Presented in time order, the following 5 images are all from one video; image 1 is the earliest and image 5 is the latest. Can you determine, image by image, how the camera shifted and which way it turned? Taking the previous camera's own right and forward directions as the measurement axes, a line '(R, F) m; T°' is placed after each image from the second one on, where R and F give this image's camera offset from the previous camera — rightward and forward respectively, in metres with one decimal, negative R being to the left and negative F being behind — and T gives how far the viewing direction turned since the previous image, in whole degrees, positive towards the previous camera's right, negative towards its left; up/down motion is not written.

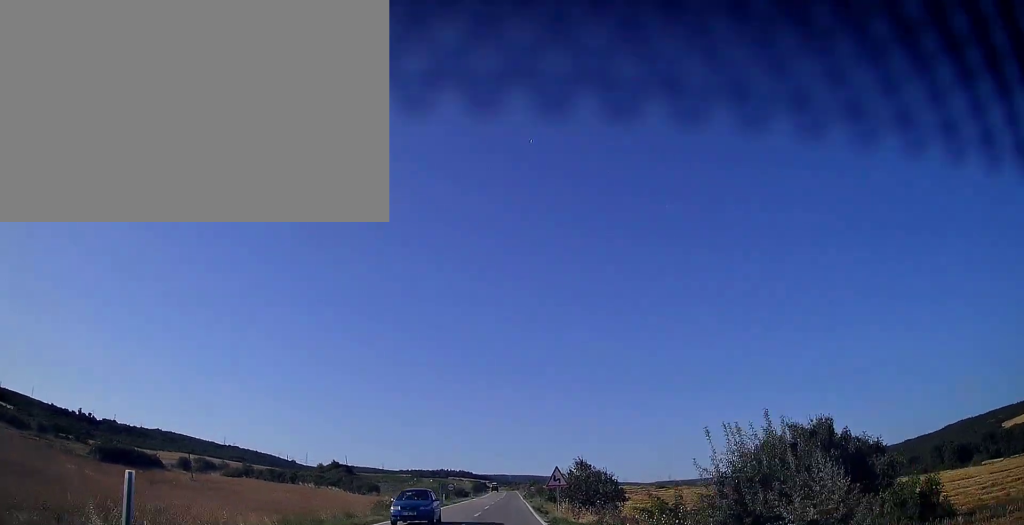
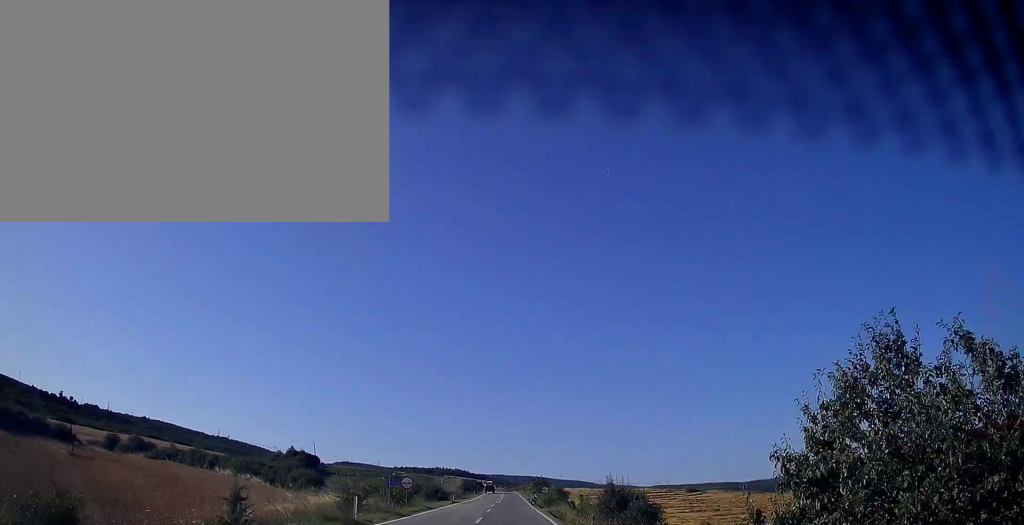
(+0.1, +31.6) m; 0°
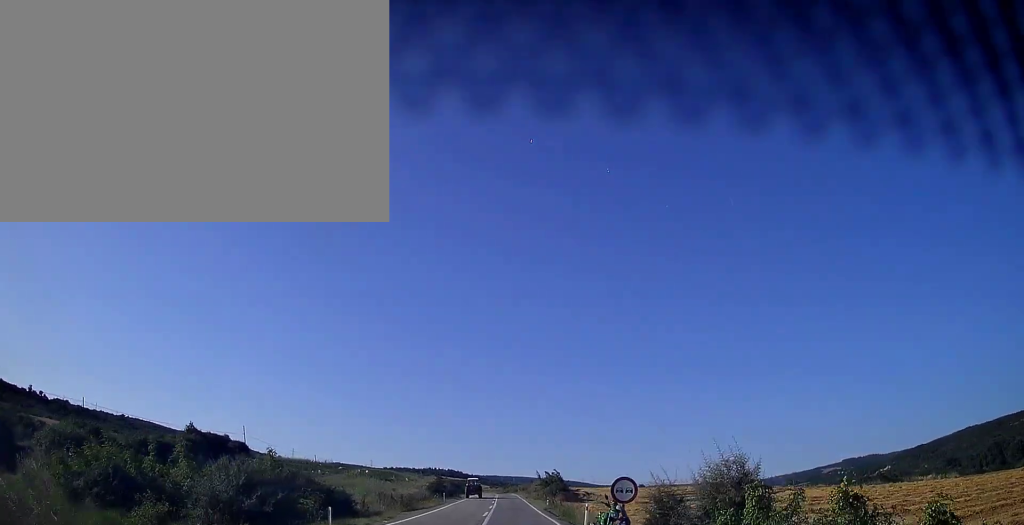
(+0.2, +43.8) m; 0°
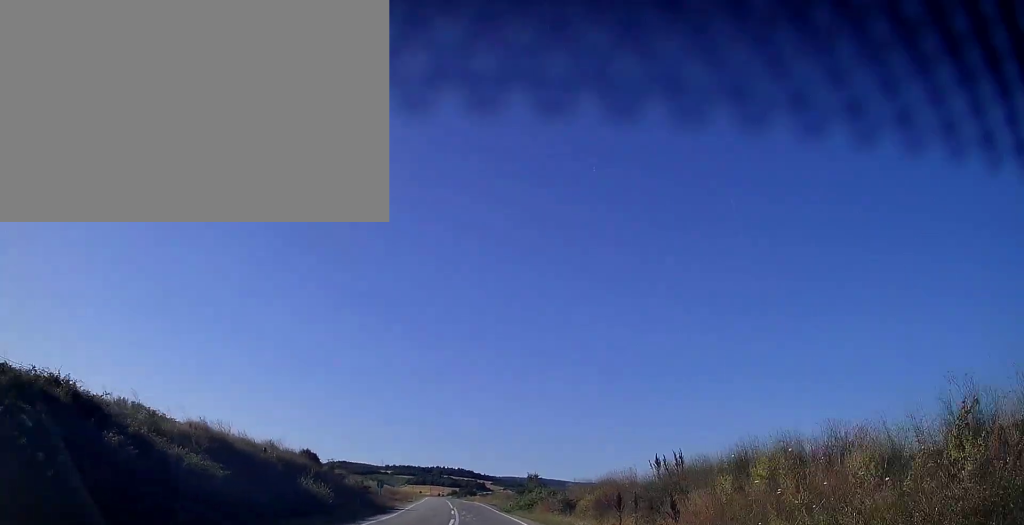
(+0.6, +103.9) m; -1°
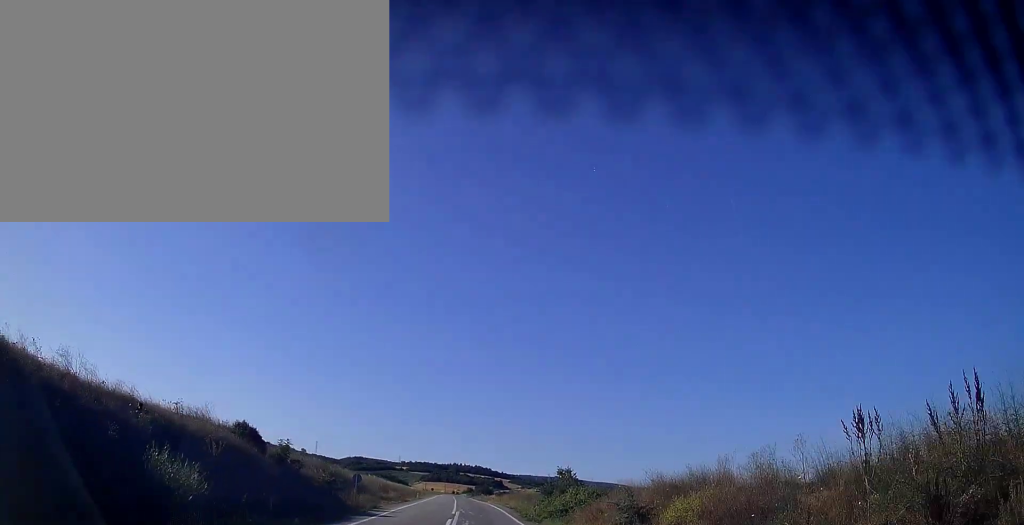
(+0.1, +13.9) m; -1°
